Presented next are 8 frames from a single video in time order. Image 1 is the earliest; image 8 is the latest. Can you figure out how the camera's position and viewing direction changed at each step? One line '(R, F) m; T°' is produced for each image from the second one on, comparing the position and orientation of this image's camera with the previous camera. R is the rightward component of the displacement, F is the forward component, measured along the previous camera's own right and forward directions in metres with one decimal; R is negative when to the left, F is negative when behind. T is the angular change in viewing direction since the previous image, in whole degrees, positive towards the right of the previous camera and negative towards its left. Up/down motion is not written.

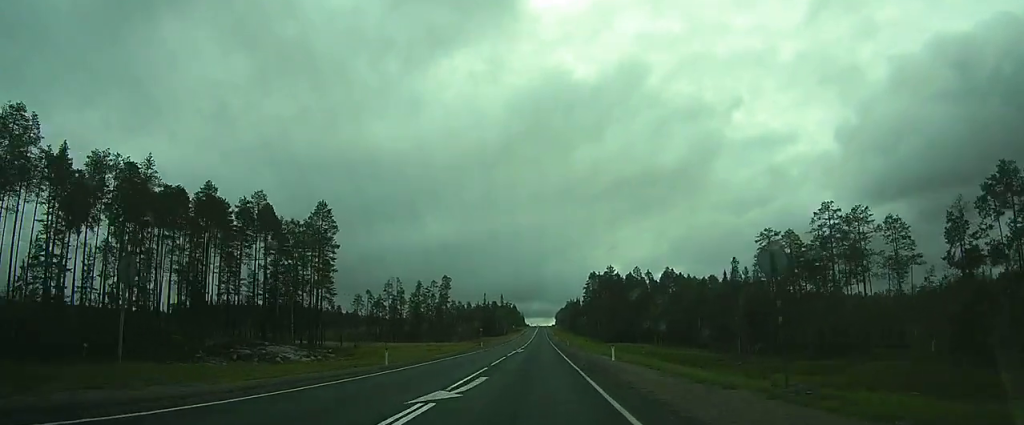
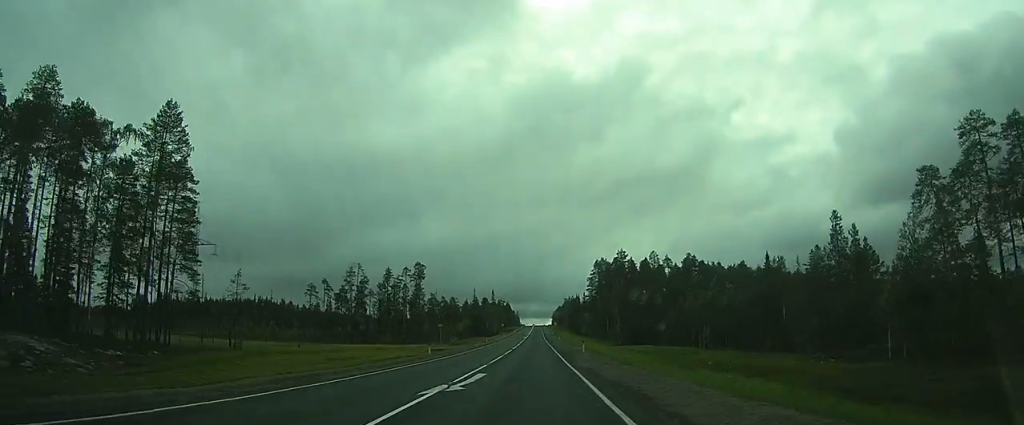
(+0.2, +32.9) m; +1°
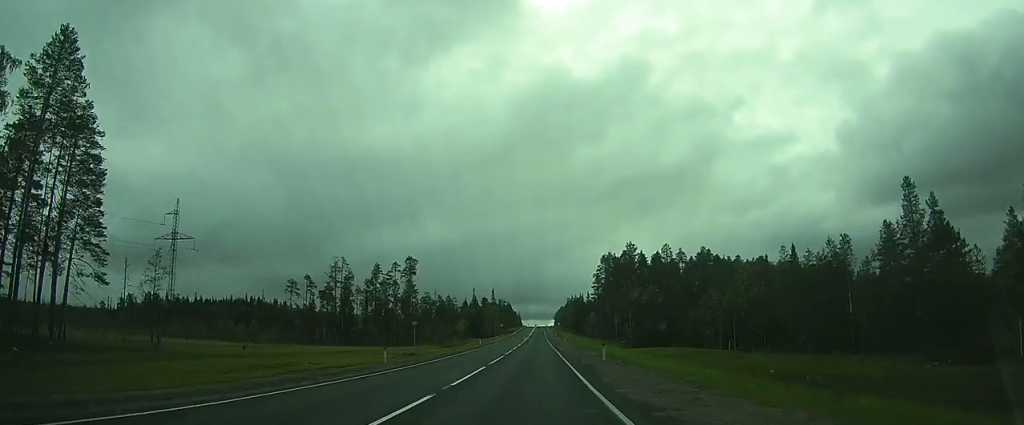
(+0.1, +12.5) m; 0°
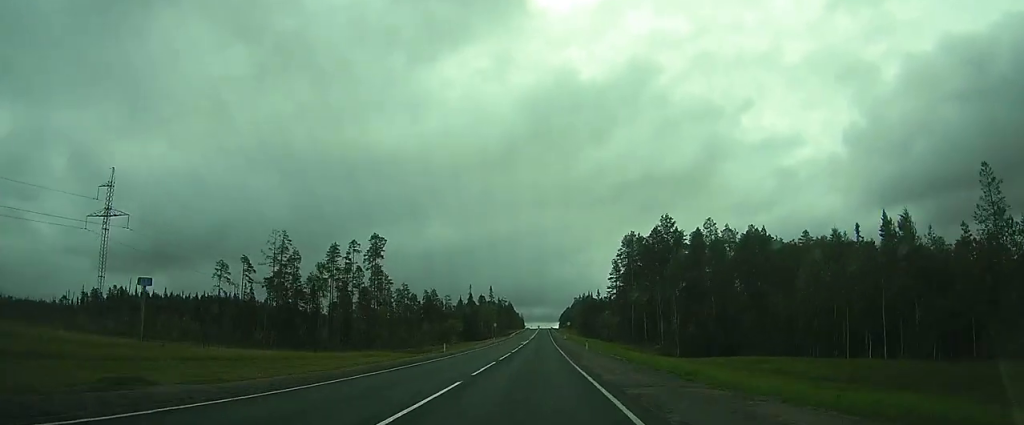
(+0.1, +31.9) m; 0°
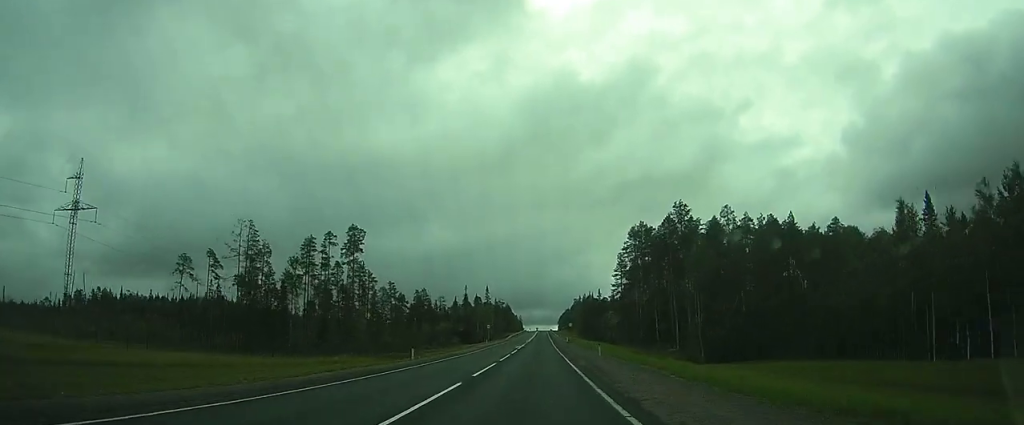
(+0.1, +11.2) m; 0°
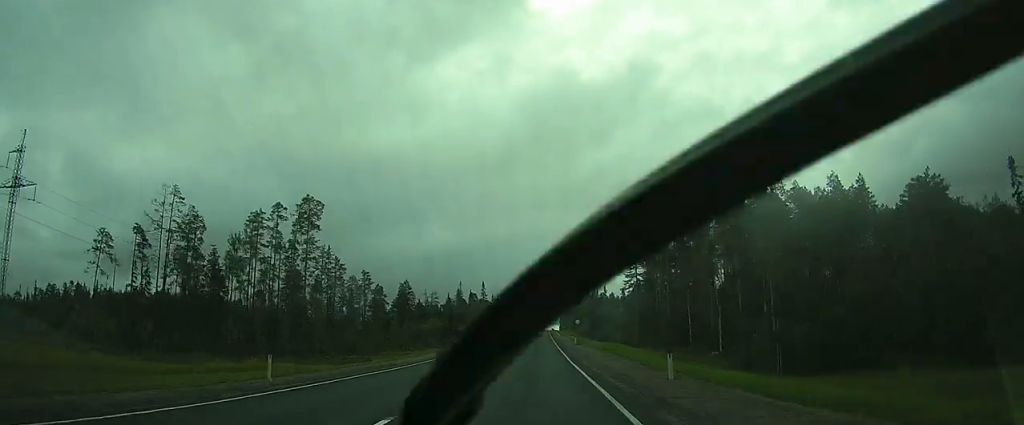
(-0.1, +19.5) m; 0°
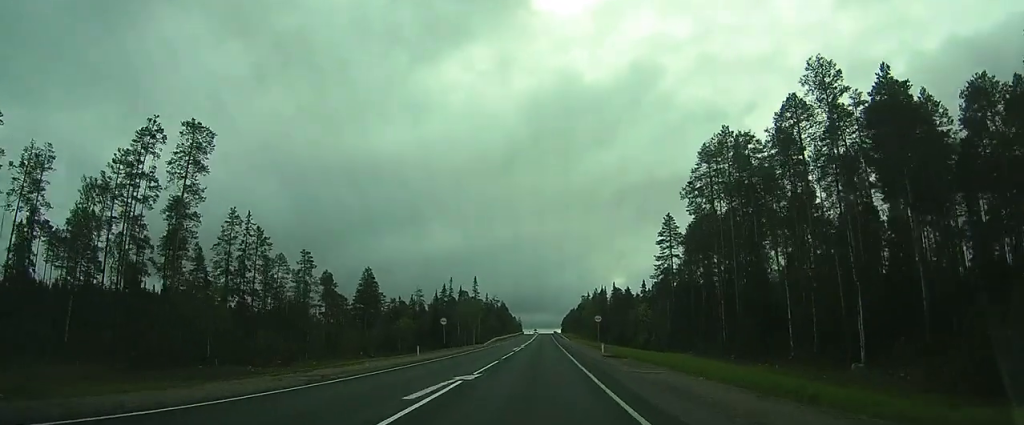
(+0.2, +28.6) m; +1°
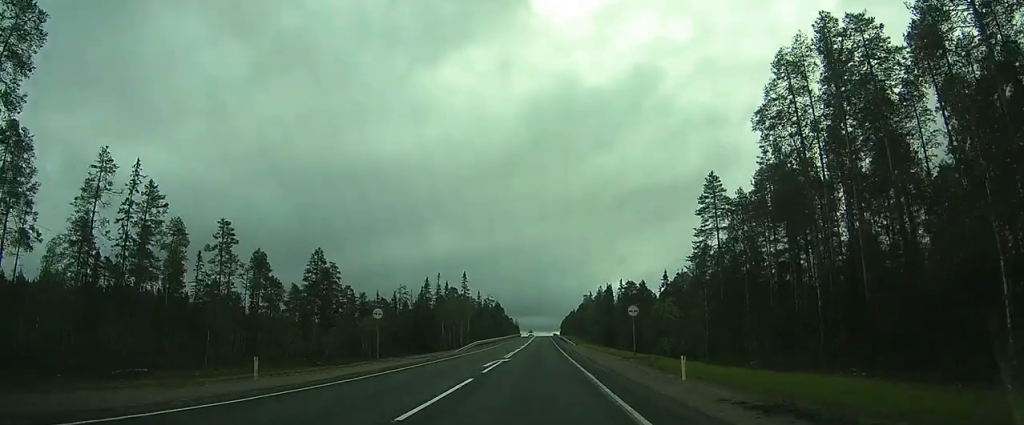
(0.0, +21.9) m; 0°
